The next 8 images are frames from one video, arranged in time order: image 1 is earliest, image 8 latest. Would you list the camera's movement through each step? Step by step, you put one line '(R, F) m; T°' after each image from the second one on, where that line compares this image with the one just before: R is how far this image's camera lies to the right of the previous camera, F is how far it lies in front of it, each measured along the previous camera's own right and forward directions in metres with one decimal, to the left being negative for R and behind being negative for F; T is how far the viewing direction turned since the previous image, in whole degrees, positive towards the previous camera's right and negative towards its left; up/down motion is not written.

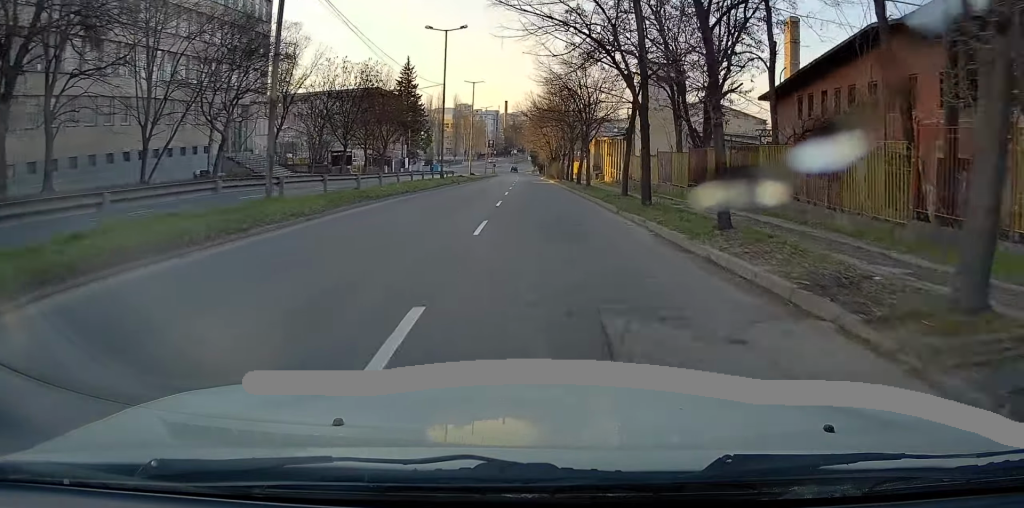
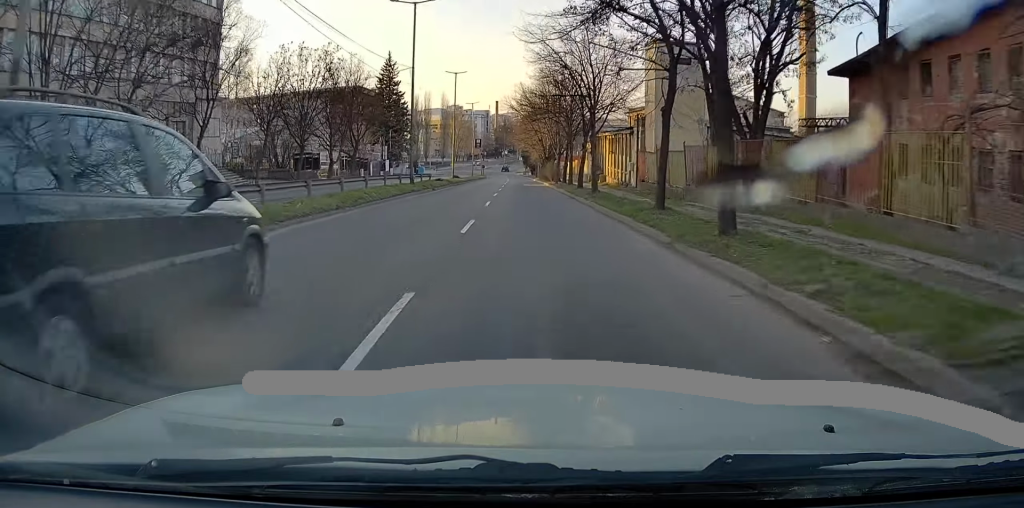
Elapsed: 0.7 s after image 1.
(-0.1, +8.1) m; -1°
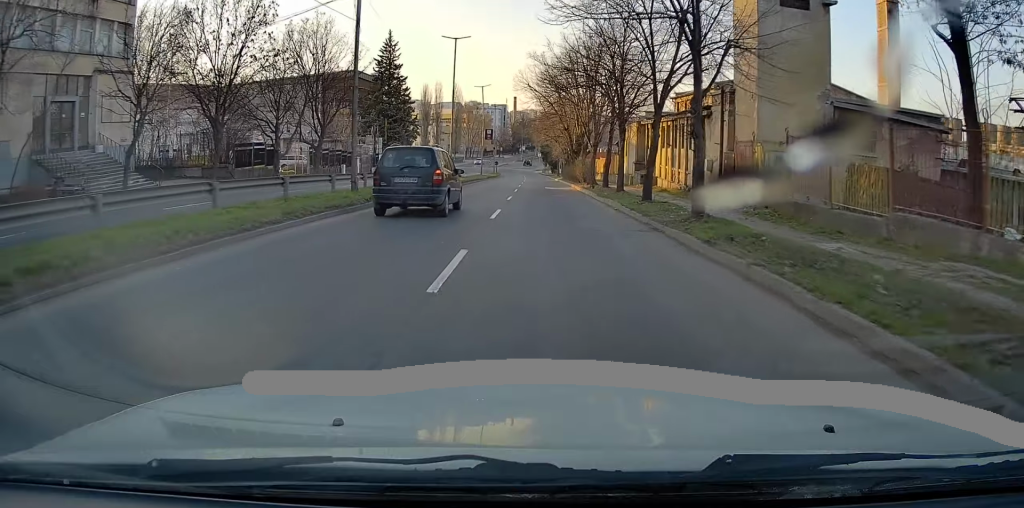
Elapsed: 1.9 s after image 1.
(-0.2, +14.9) m; 0°
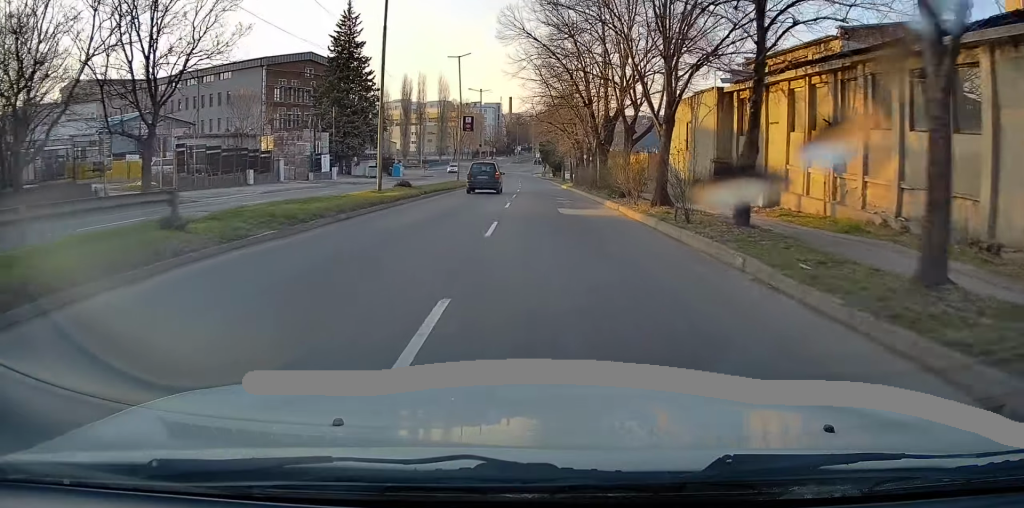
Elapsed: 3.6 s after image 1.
(+0.2, +20.7) m; +1°
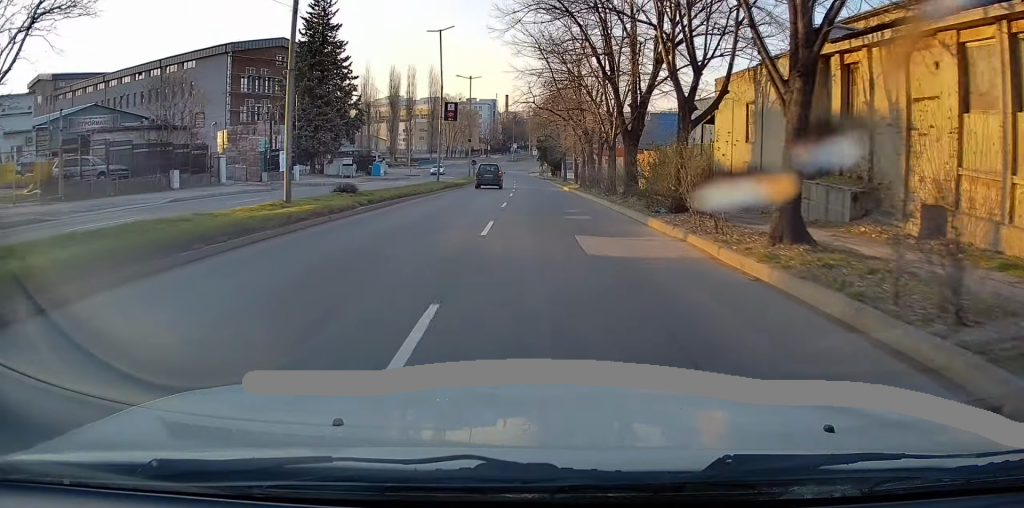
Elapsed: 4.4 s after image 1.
(+0.1, +9.1) m; 0°
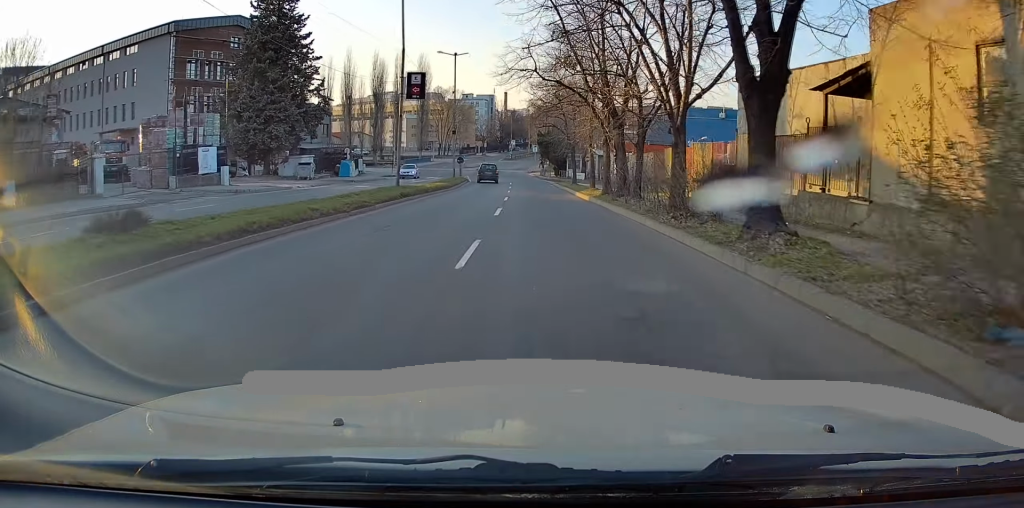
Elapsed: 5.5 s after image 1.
(-0.1, +12.6) m; +1°
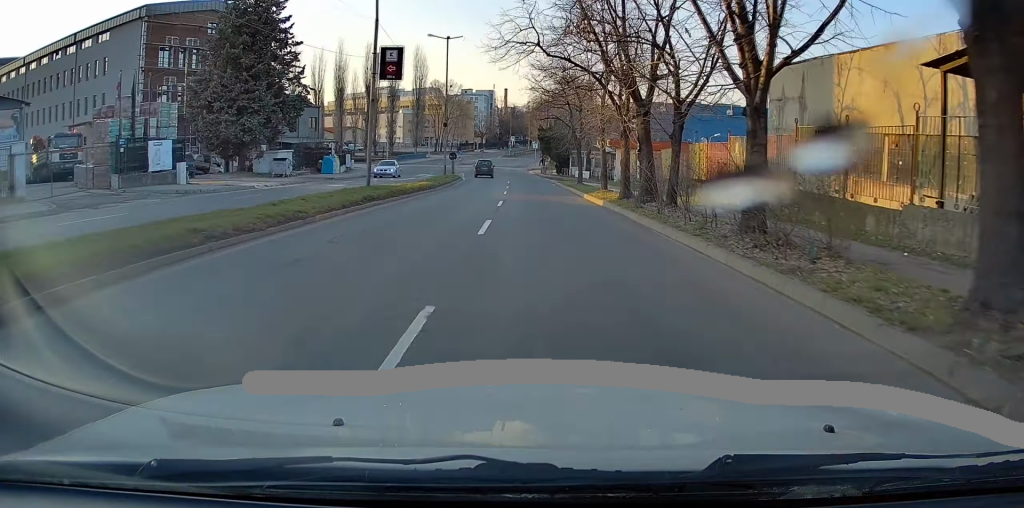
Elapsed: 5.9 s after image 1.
(+0.1, +5.4) m; +1°
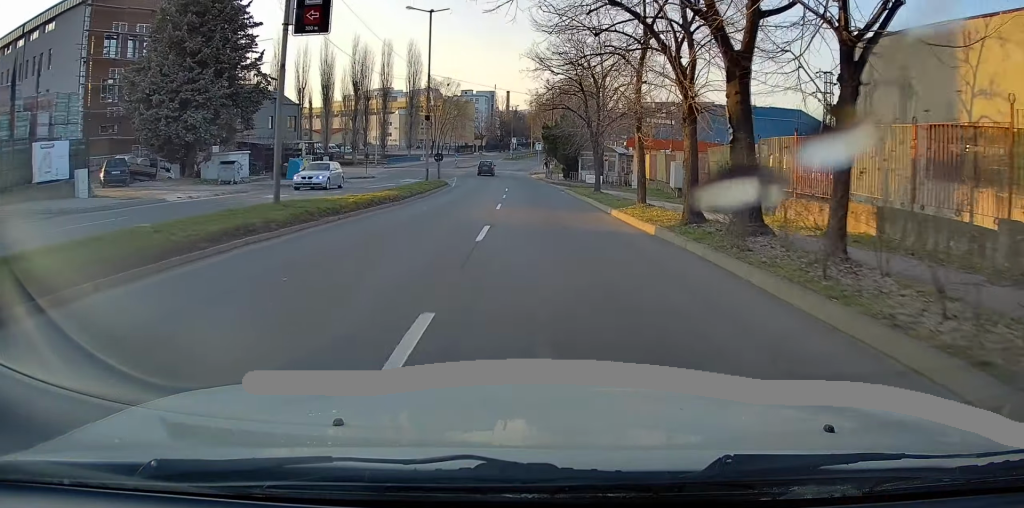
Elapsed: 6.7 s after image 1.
(0.0, +9.0) m; 0°
